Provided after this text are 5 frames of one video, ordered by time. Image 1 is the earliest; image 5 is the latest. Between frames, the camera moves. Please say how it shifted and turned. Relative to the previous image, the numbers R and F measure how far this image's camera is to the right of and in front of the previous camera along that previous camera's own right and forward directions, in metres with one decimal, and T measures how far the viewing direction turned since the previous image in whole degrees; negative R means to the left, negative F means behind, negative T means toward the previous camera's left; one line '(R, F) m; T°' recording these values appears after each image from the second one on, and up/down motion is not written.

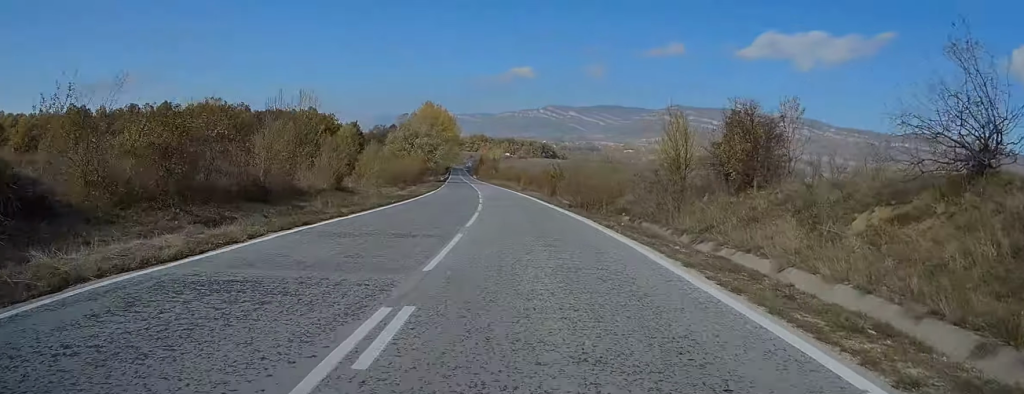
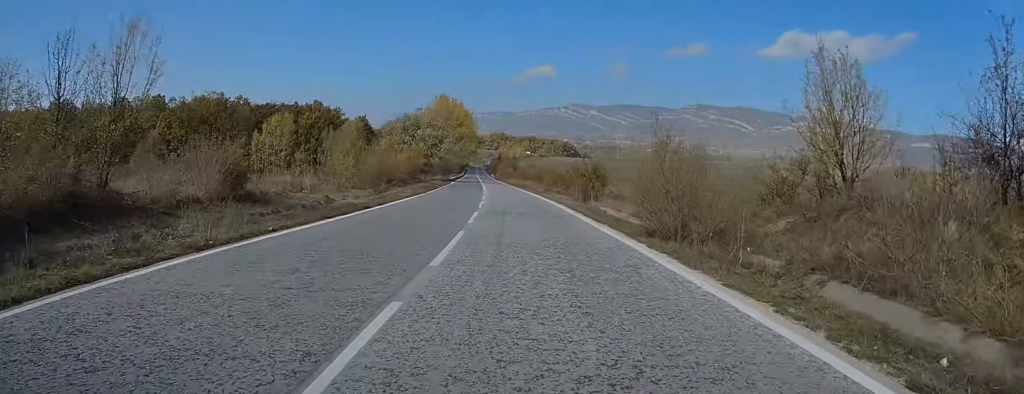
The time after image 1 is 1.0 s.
(-0.7, +18.0) m; -2°
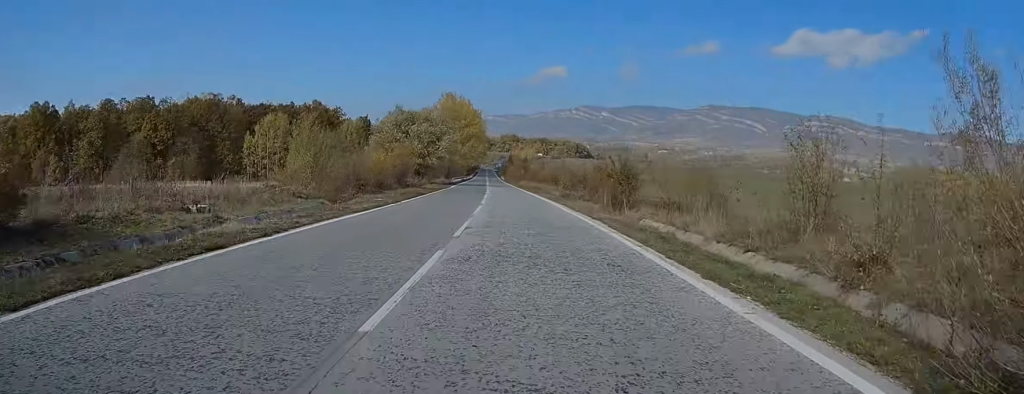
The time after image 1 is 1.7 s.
(0.0, +13.1) m; -1°
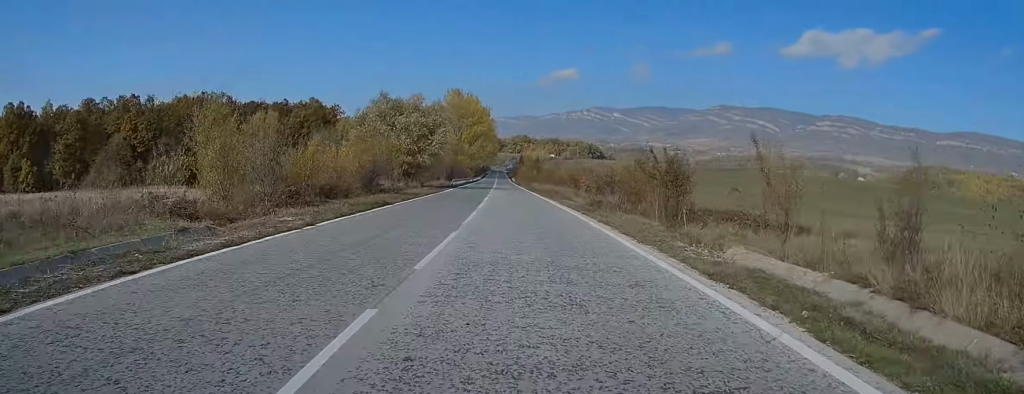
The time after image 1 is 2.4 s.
(-0.1, +13.7) m; -1°
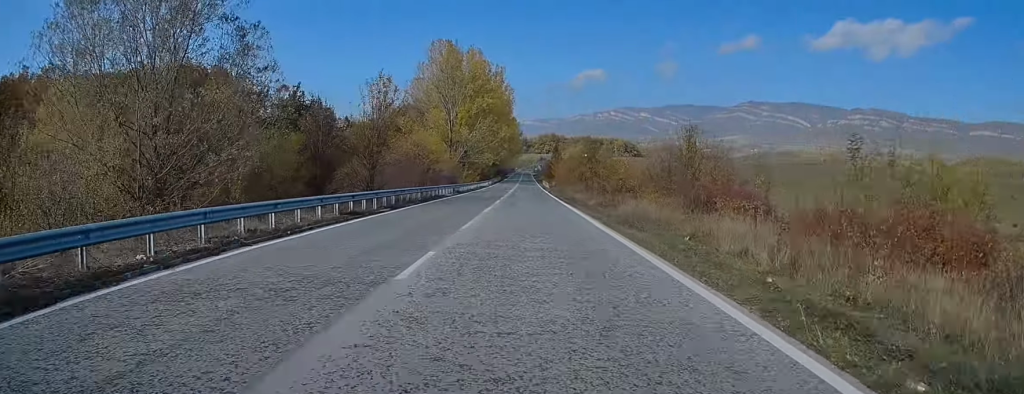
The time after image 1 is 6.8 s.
(-3.0, +80.9) m; -3°
